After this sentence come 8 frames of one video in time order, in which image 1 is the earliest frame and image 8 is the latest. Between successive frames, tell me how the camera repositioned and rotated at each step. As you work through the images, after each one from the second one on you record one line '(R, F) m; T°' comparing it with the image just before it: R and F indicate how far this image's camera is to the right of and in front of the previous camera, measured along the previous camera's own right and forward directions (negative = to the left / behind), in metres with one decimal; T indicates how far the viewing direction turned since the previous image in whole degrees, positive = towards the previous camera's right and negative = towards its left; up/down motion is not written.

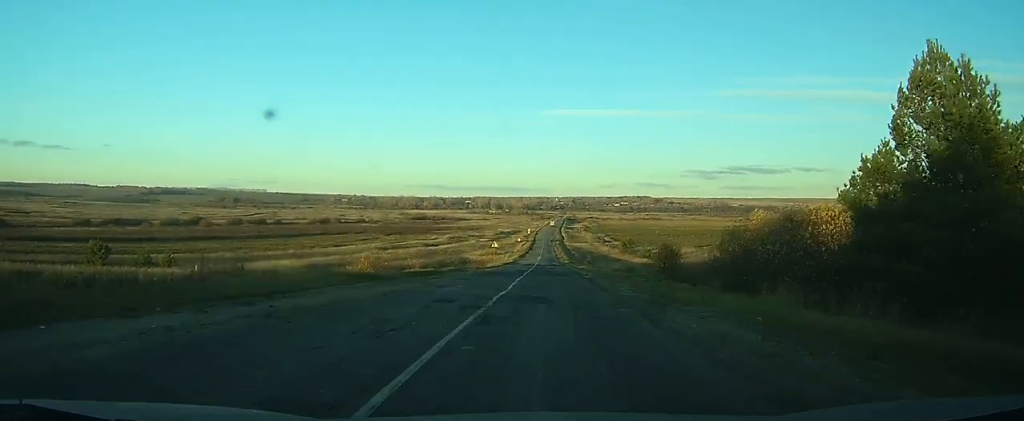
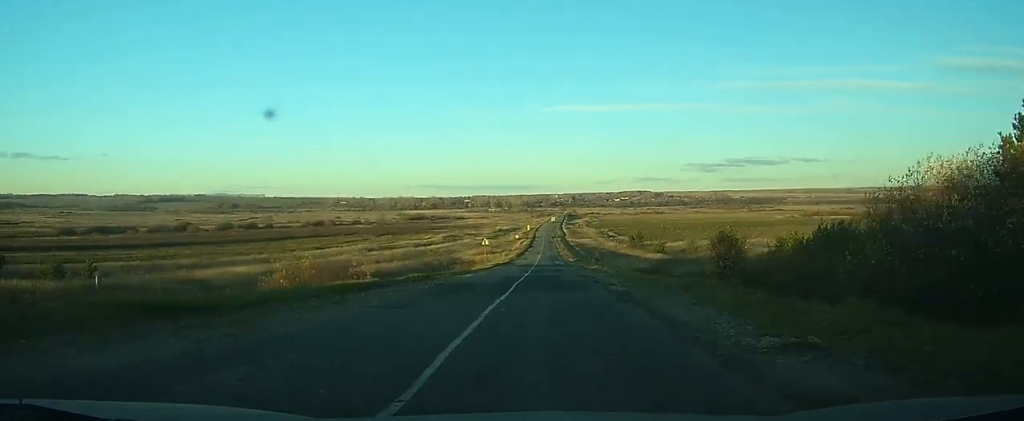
(0.0, +13.6) m; 0°
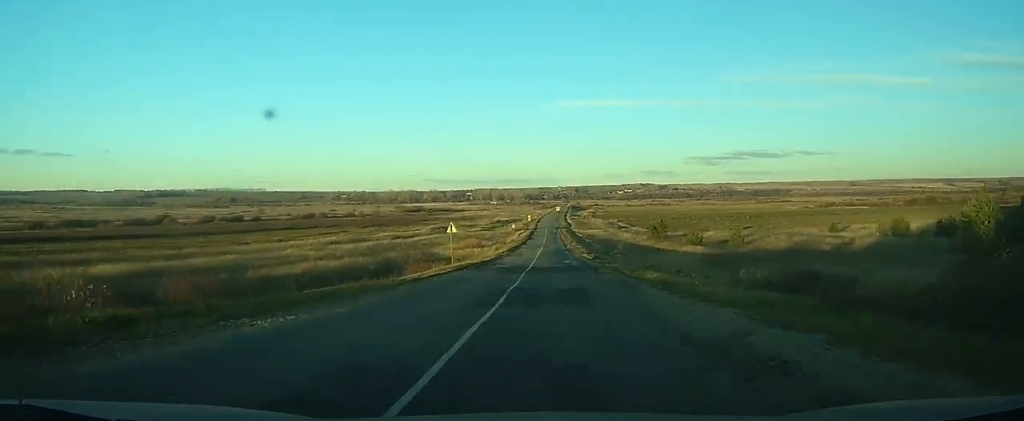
(-0.1, +25.7) m; 0°
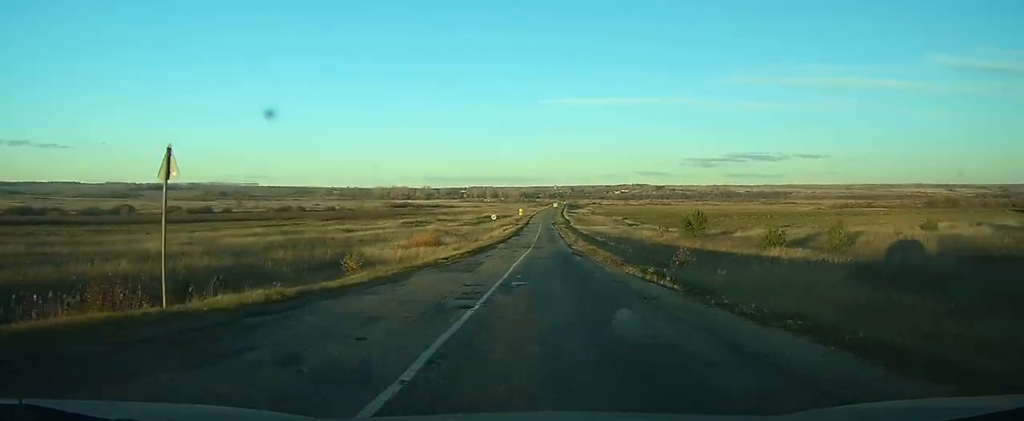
(0.0, +35.4) m; 0°
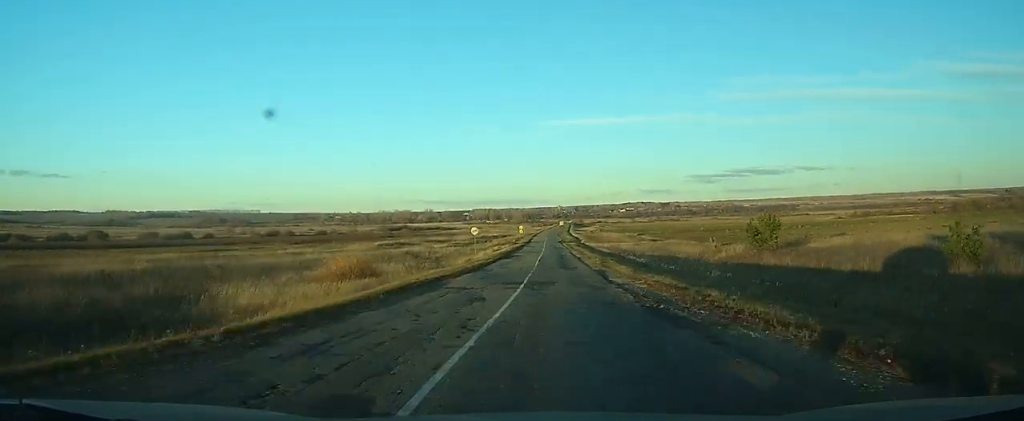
(0.0, +28.6) m; 0°
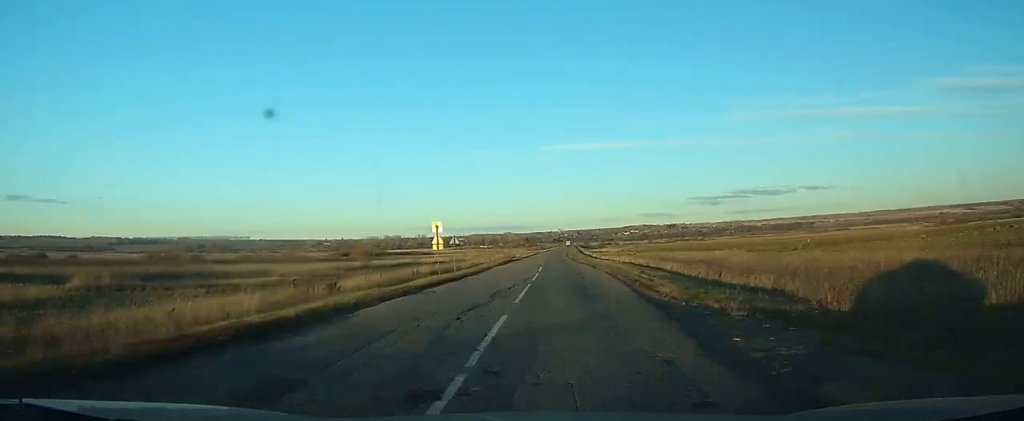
(-0.3, +114.8) m; 0°
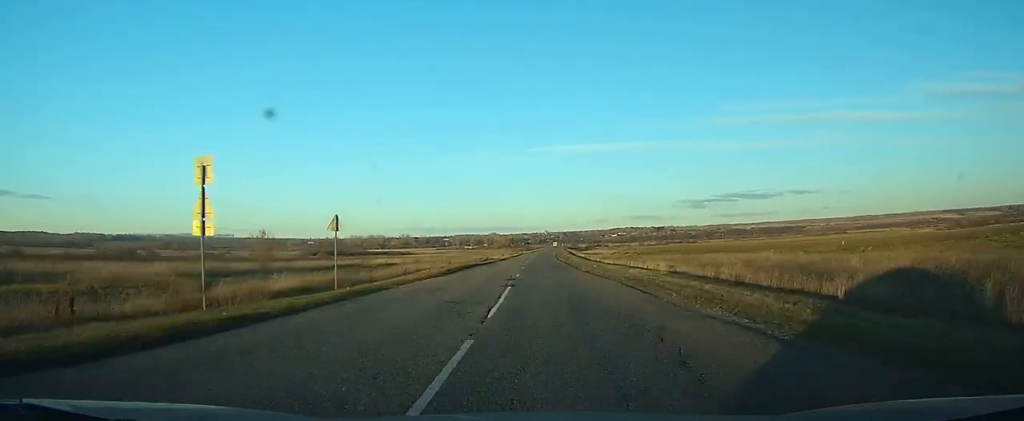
(0.0, +27.9) m; 0°
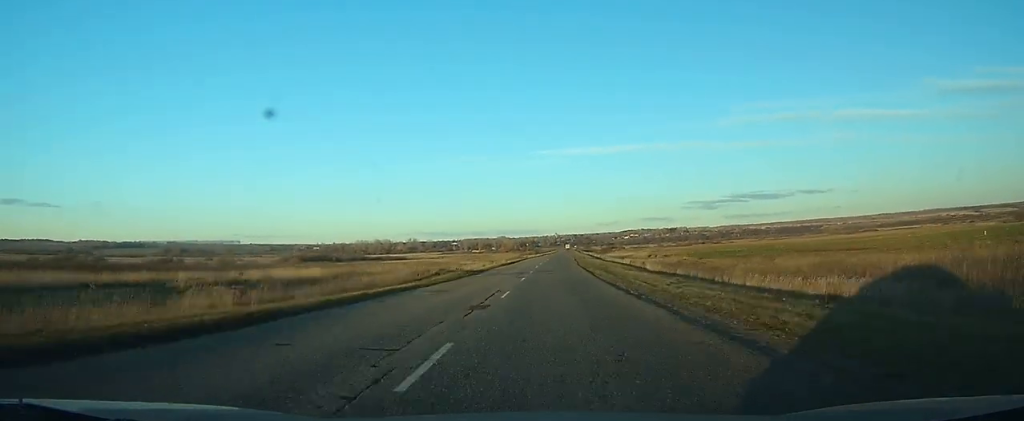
(+0.1, +49.0) m; 0°
